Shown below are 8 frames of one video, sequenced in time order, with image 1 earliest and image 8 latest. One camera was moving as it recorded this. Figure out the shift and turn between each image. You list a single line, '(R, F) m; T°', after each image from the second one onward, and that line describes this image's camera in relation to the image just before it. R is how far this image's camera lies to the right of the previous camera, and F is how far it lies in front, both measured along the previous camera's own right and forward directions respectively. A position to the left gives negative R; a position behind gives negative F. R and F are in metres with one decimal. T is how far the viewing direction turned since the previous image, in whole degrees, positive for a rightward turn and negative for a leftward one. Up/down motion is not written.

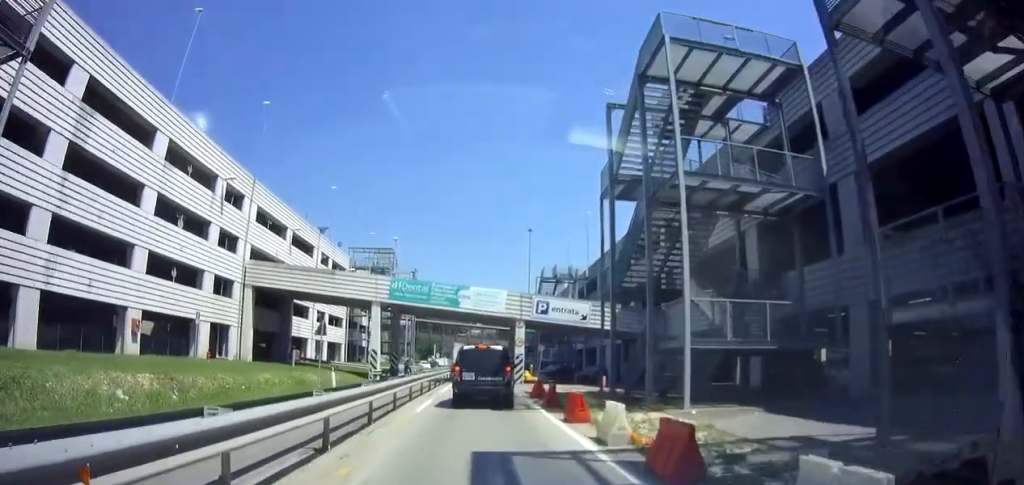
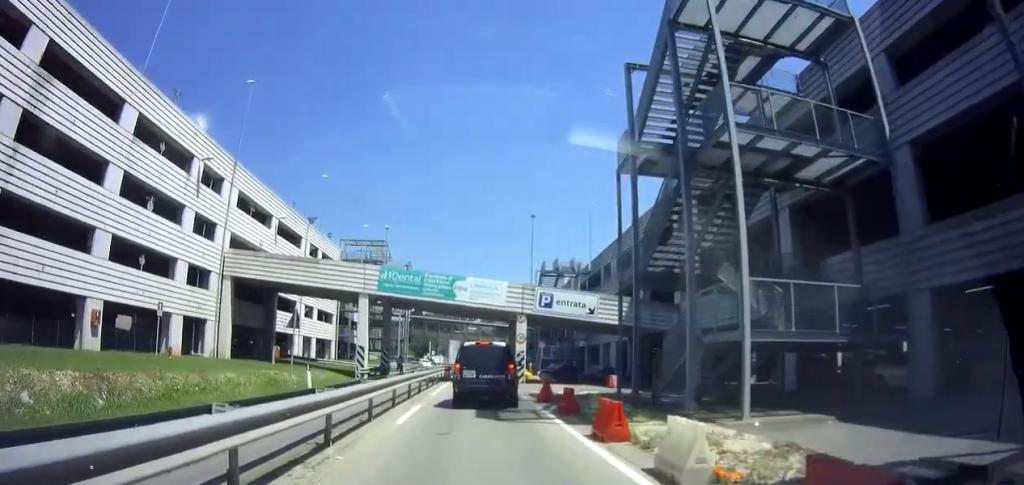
(+0.1, +3.0) m; +1°
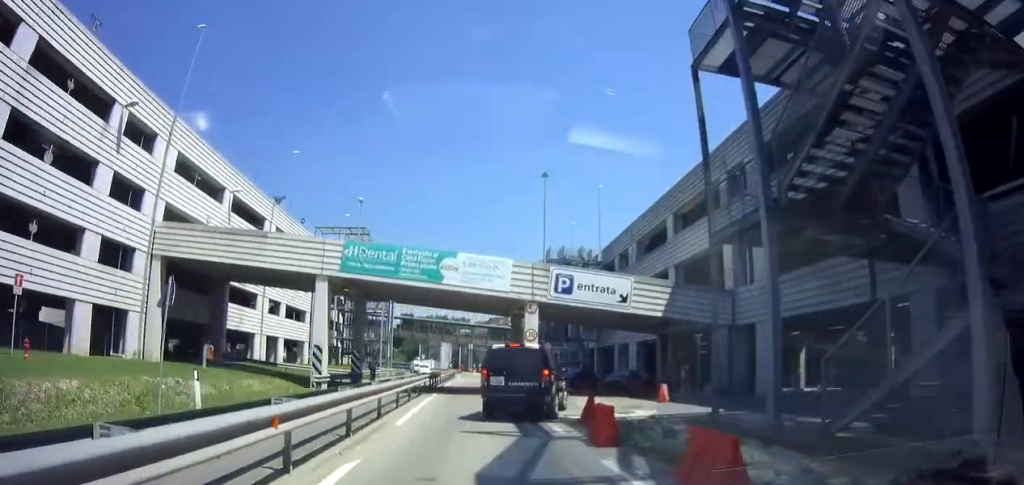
(0.0, +8.2) m; 0°
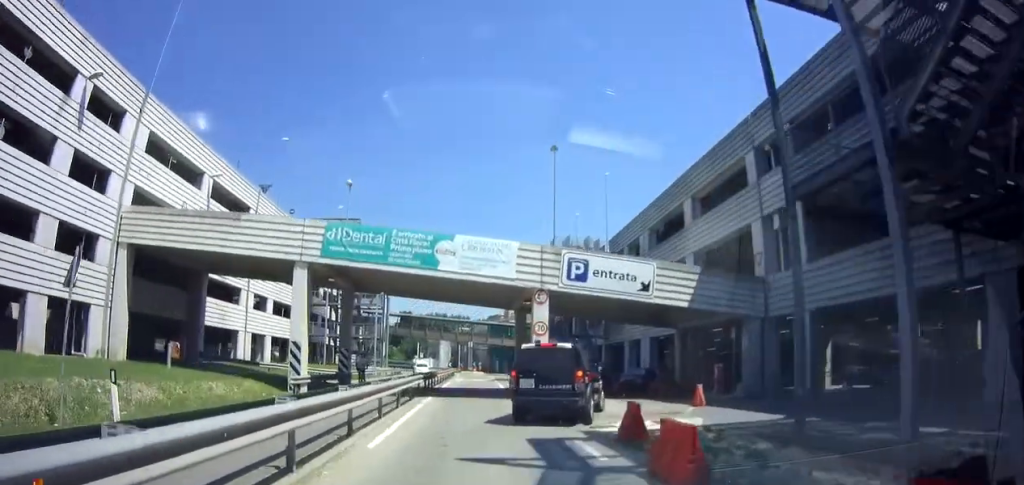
(0.0, +3.4) m; 0°
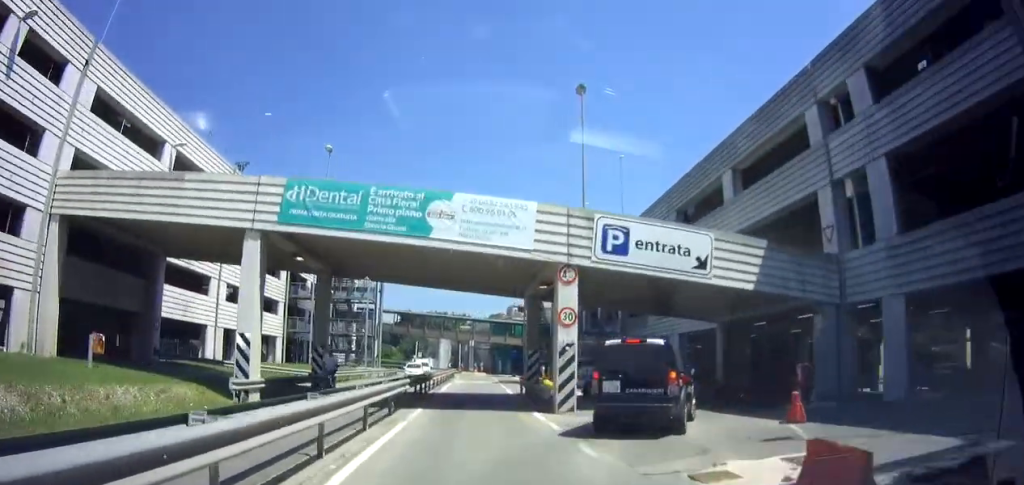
(0.0, +5.8) m; 0°
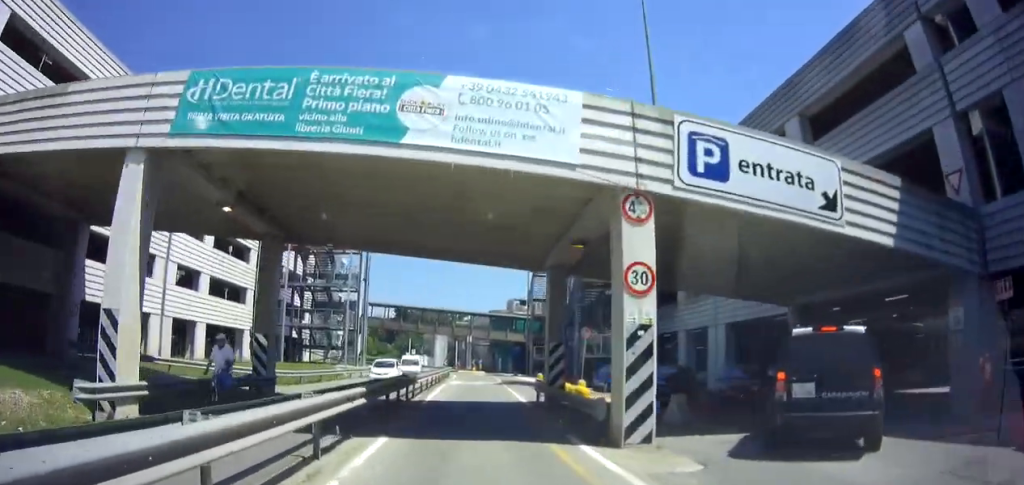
(0.0, +7.5) m; 0°
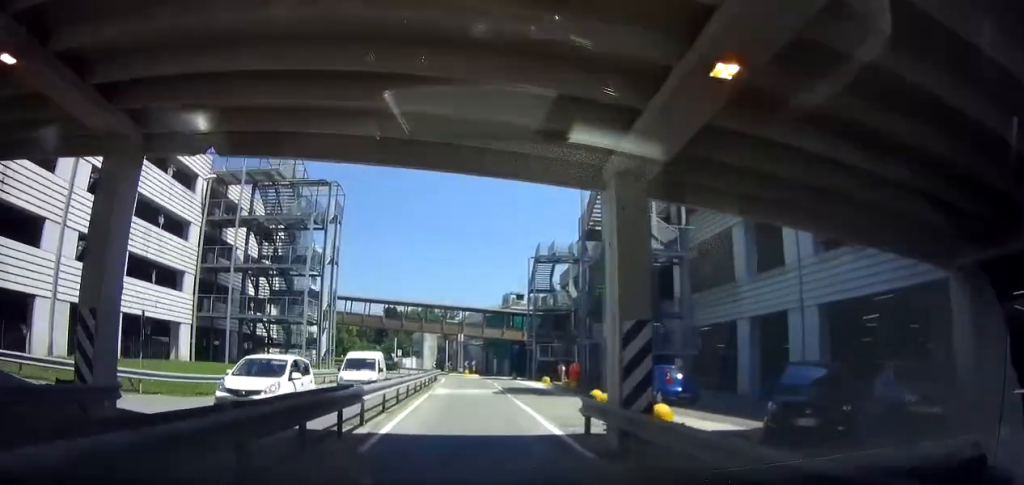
(0.0, +9.2) m; +1°
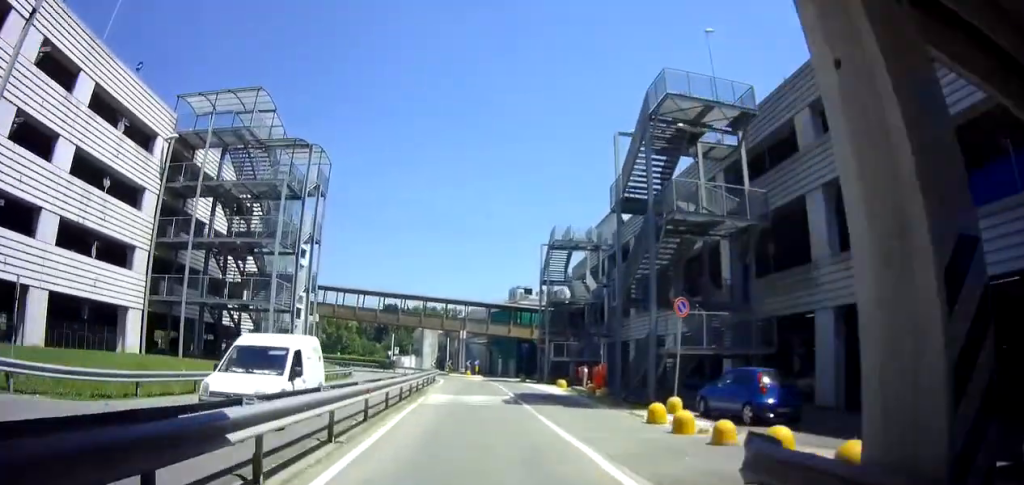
(0.0, +6.1) m; +2°
